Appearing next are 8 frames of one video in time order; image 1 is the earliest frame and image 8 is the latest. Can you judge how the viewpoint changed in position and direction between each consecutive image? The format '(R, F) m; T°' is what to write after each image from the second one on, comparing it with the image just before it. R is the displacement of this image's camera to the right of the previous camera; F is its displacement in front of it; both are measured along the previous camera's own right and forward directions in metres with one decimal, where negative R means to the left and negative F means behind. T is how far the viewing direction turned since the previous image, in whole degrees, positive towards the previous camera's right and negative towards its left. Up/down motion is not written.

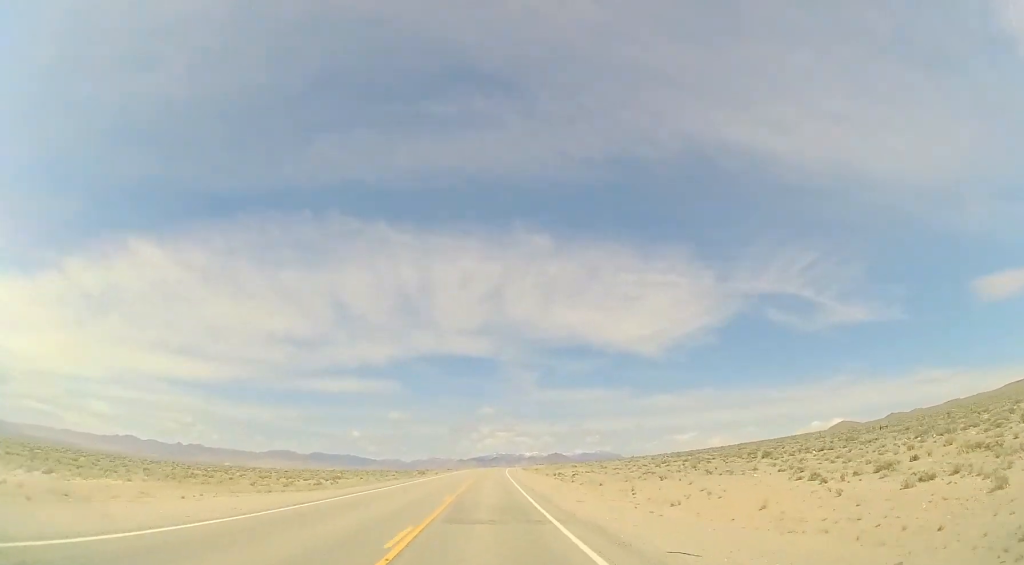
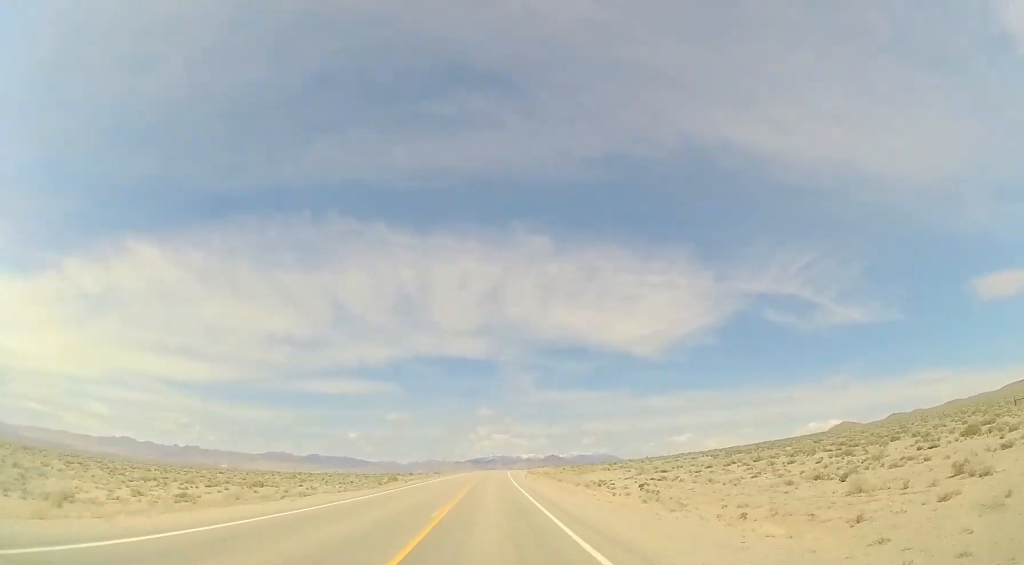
(-0.1, +30.3) m; +1°
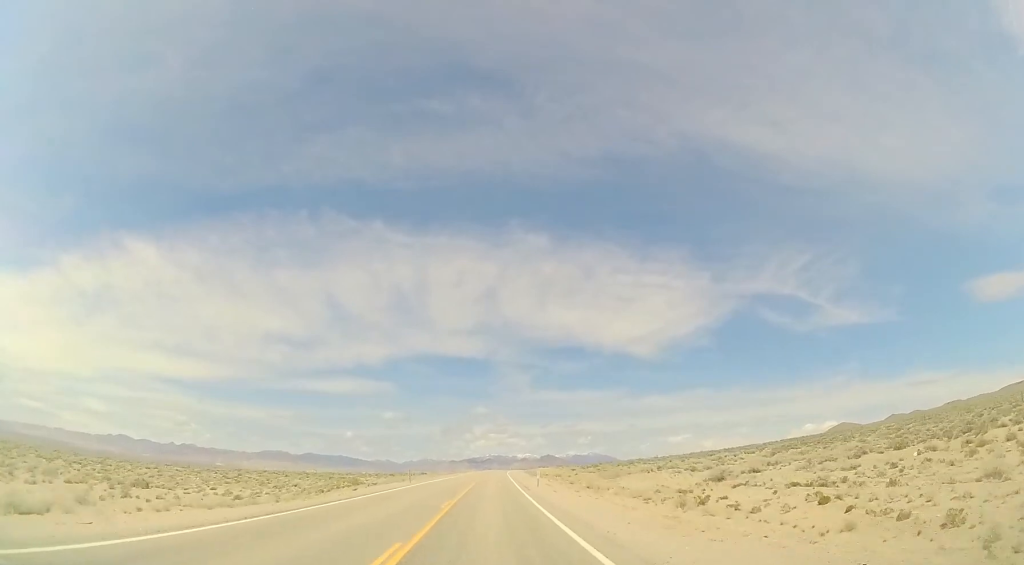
(+0.5, +21.2) m; 0°
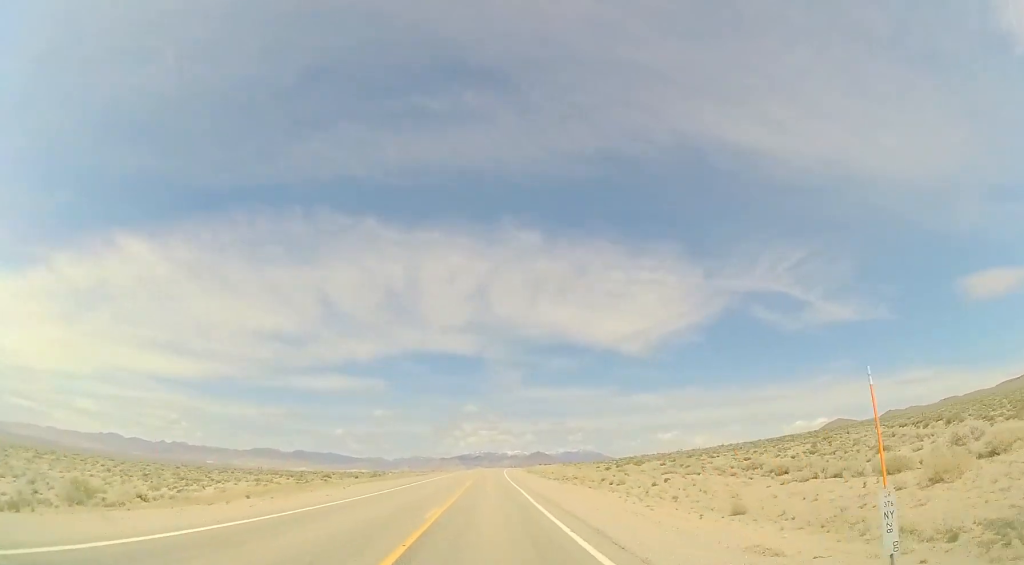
(-0.2, +40.8) m; 0°
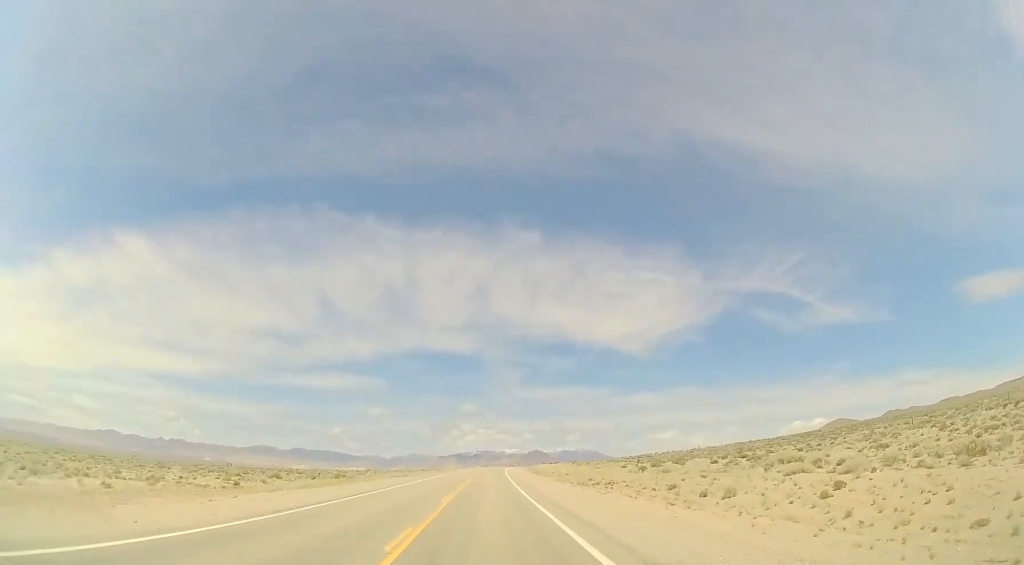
(+0.3, +17.8) m; +1°
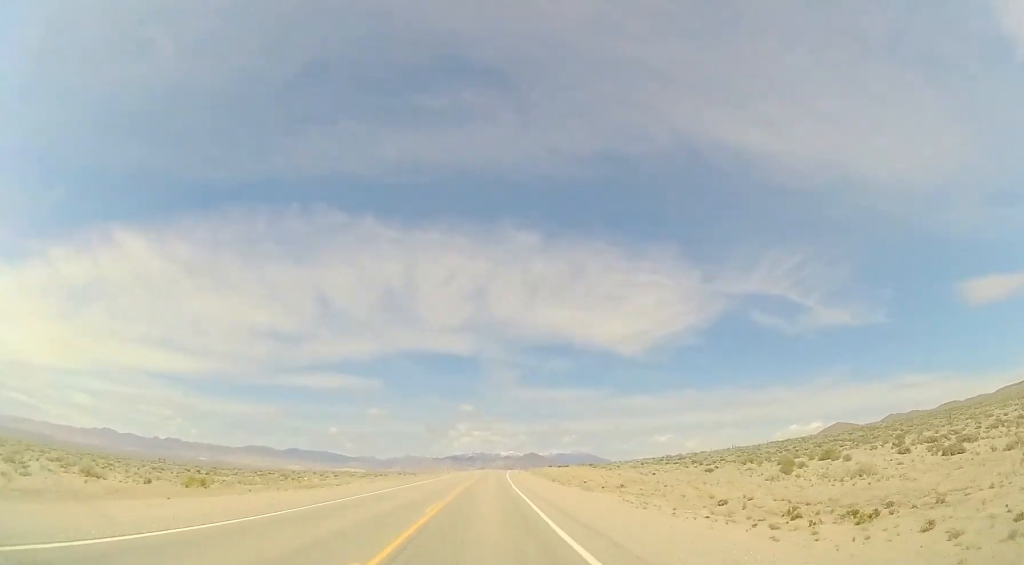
(0.0, +28.8) m; 0°
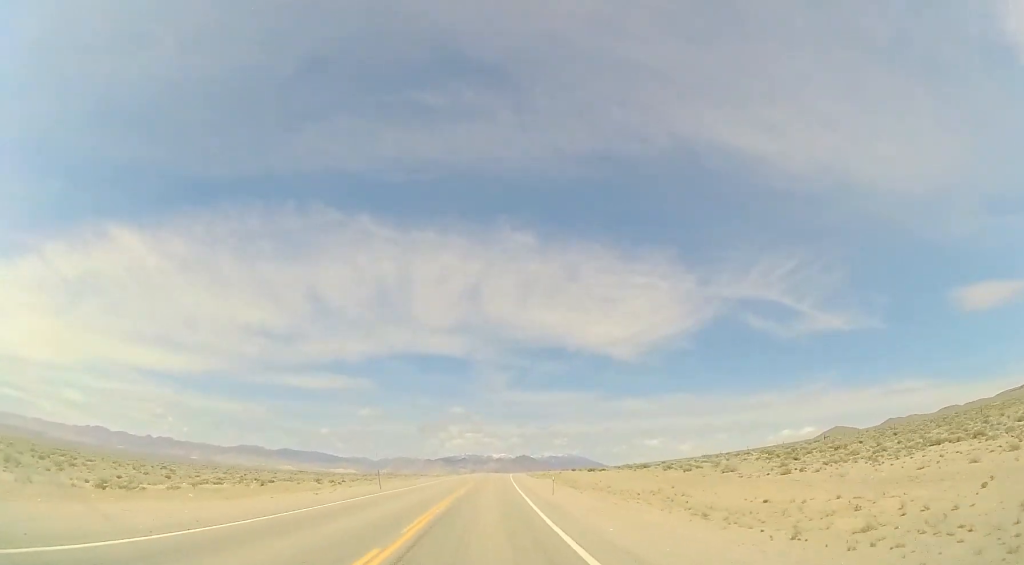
(0.0, +46.2) m; +1°
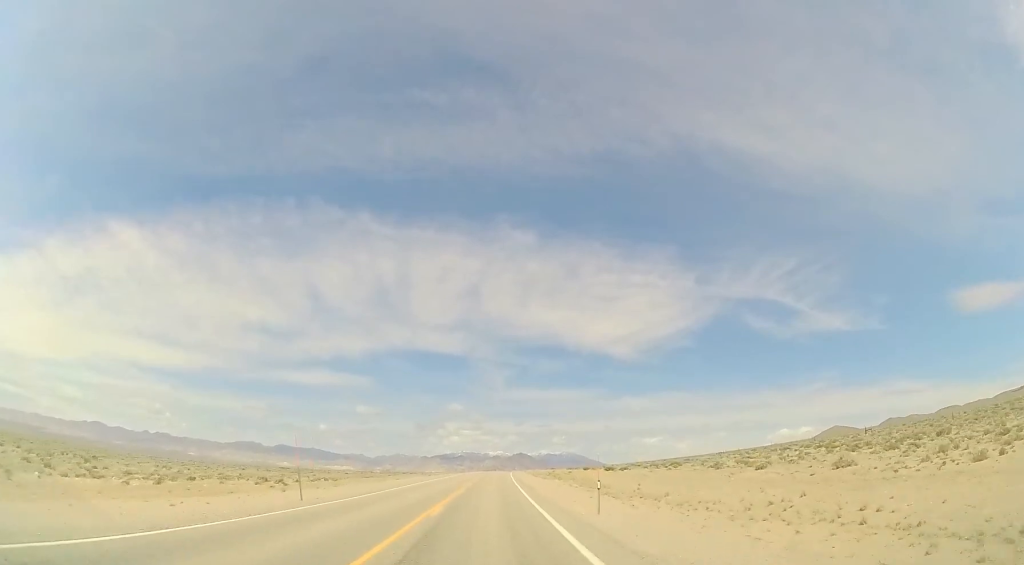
(0.0, +13.9) m; +1°
